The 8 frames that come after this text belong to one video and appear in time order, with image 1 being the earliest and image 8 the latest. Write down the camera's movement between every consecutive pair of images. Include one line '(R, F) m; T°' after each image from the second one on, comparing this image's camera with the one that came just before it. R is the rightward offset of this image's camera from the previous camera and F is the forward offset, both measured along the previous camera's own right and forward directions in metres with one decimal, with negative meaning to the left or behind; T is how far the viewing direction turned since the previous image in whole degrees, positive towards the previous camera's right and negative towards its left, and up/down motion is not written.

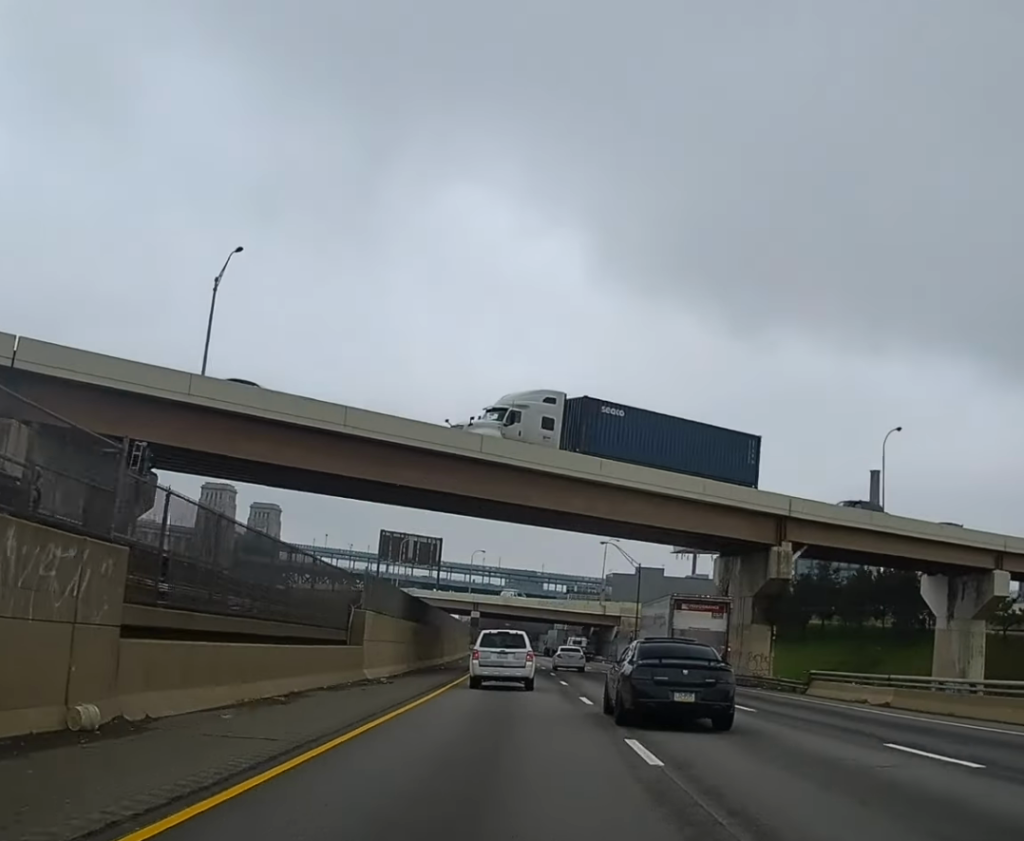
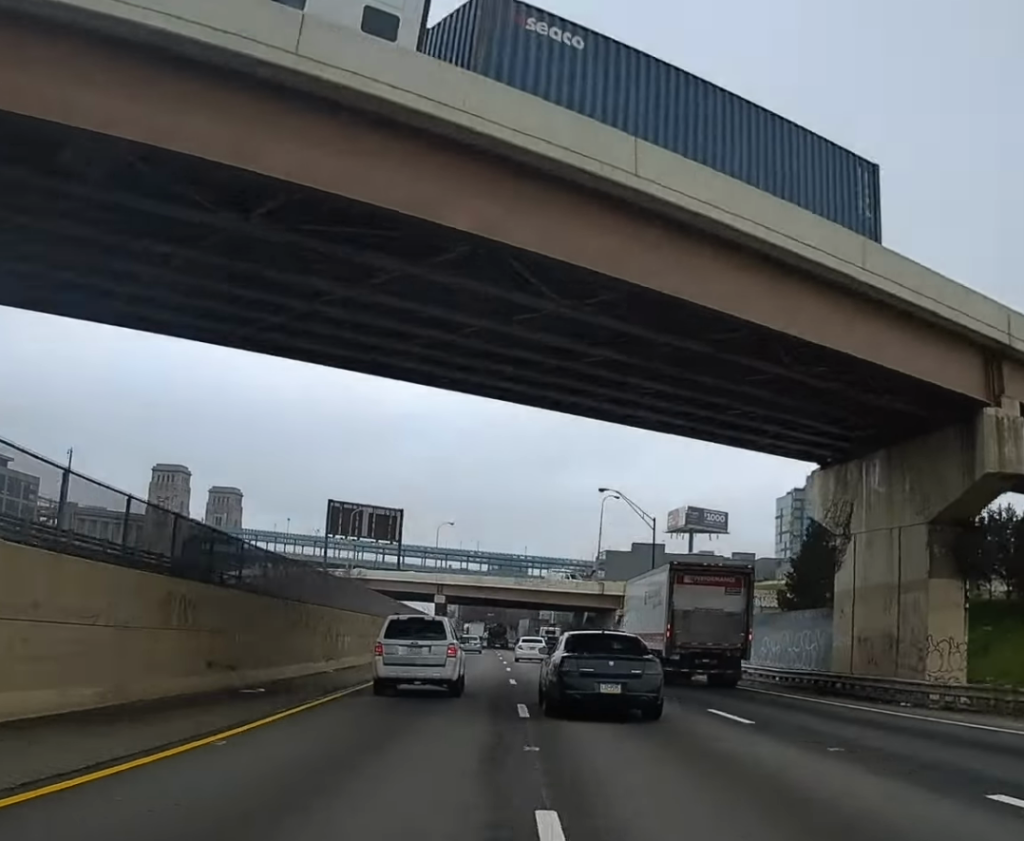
(+0.1, +29.8) m; 0°
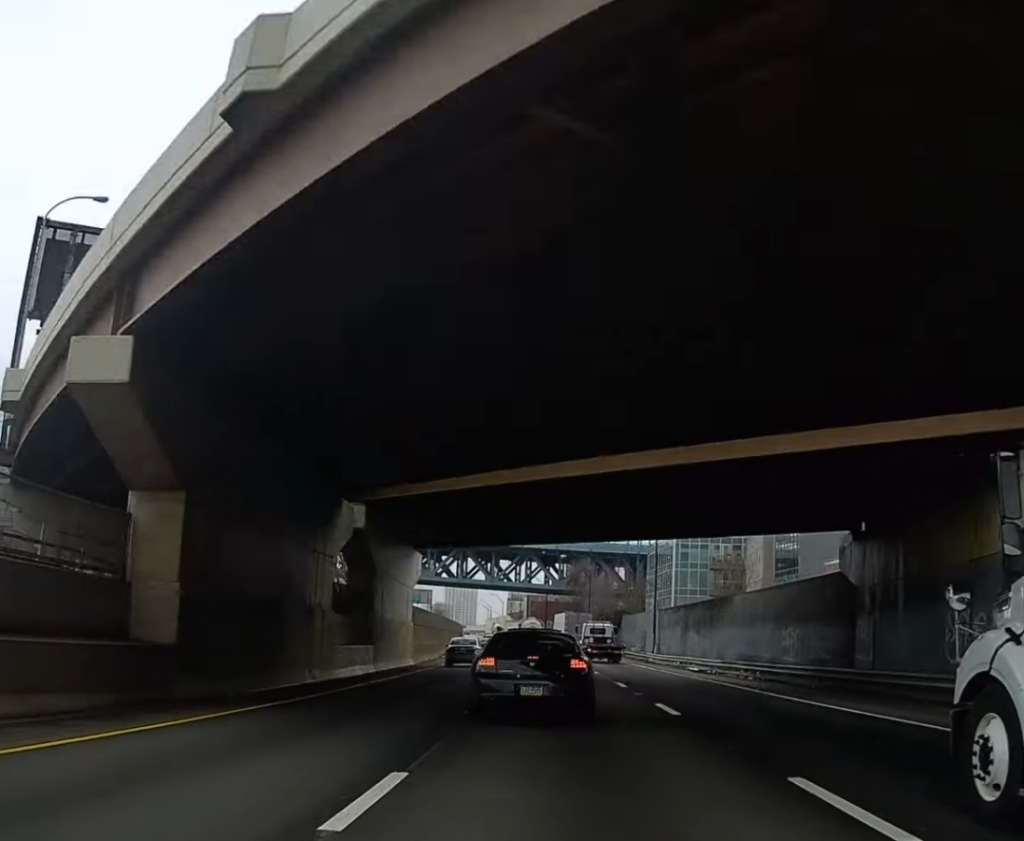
(-2.4, +108.8) m; -3°
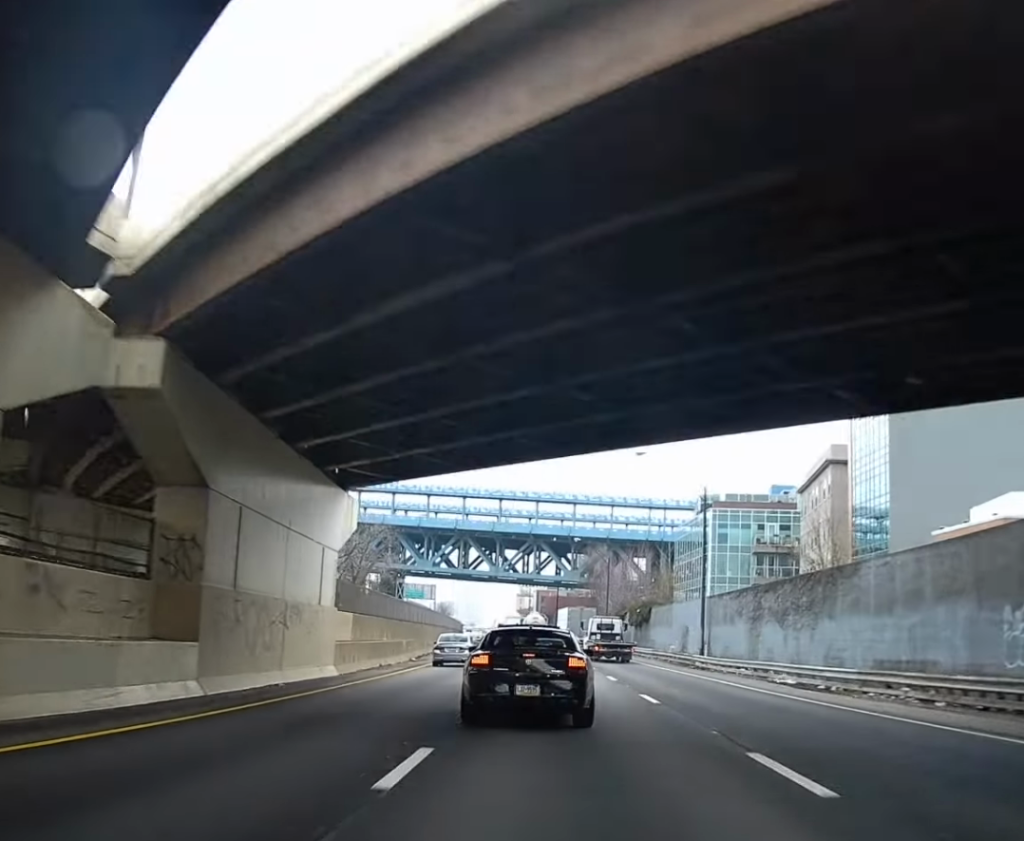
(-0.2, +23.3) m; -1°
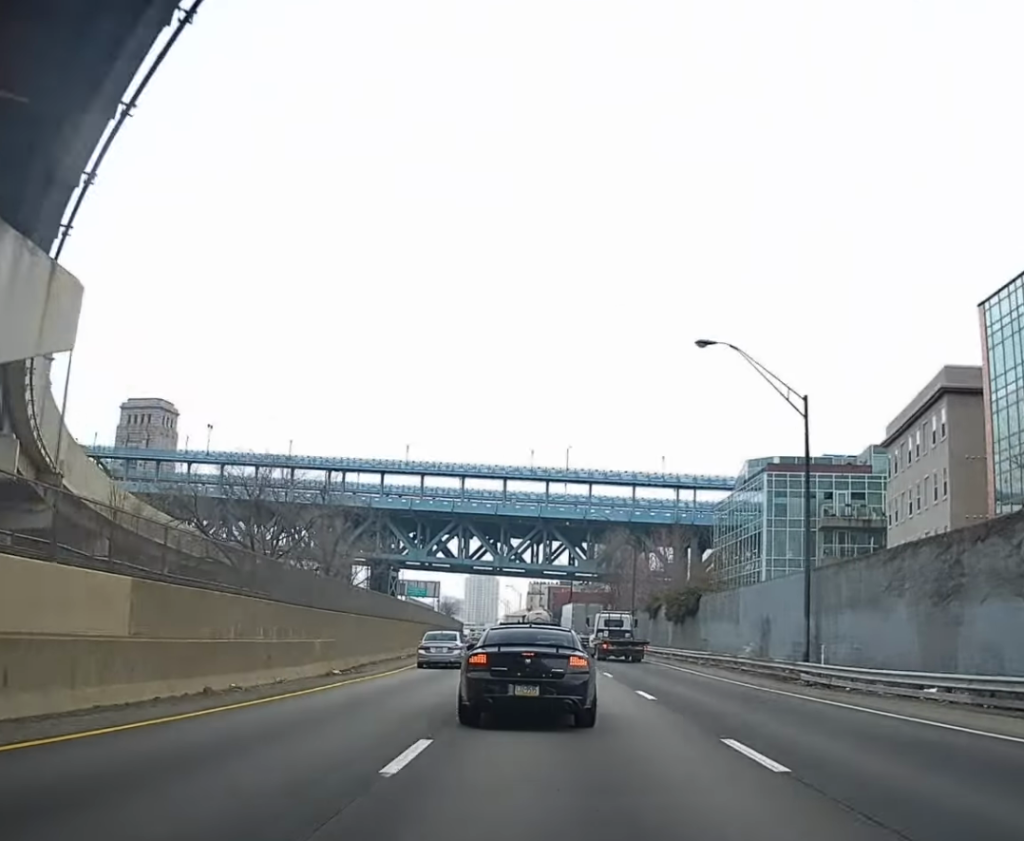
(-0.1, +25.0) m; -1°
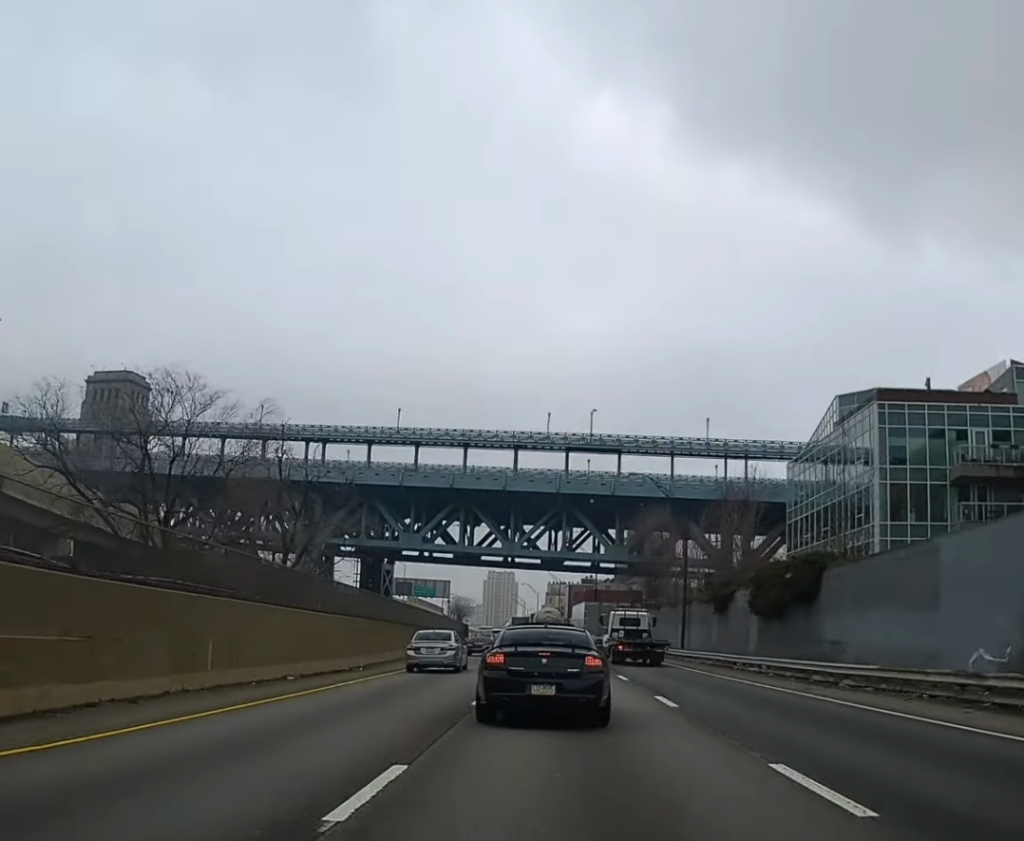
(-0.2, +28.6) m; -1°
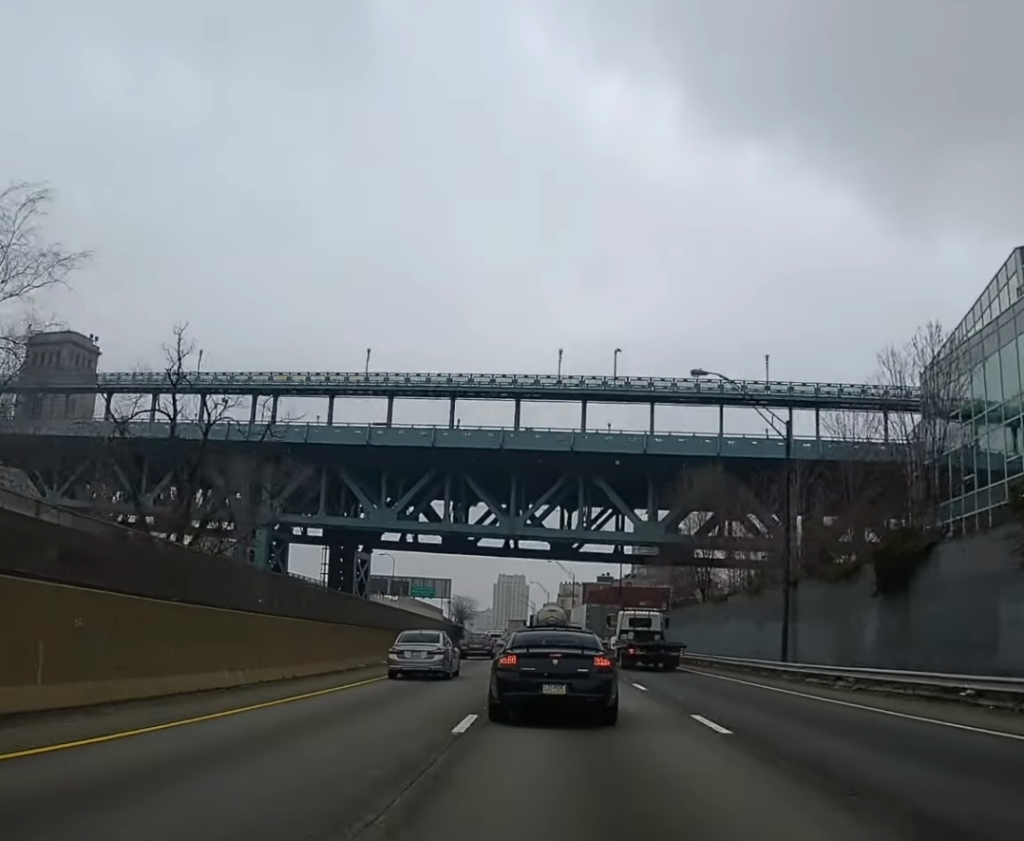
(-0.3, +31.2) m; -1°
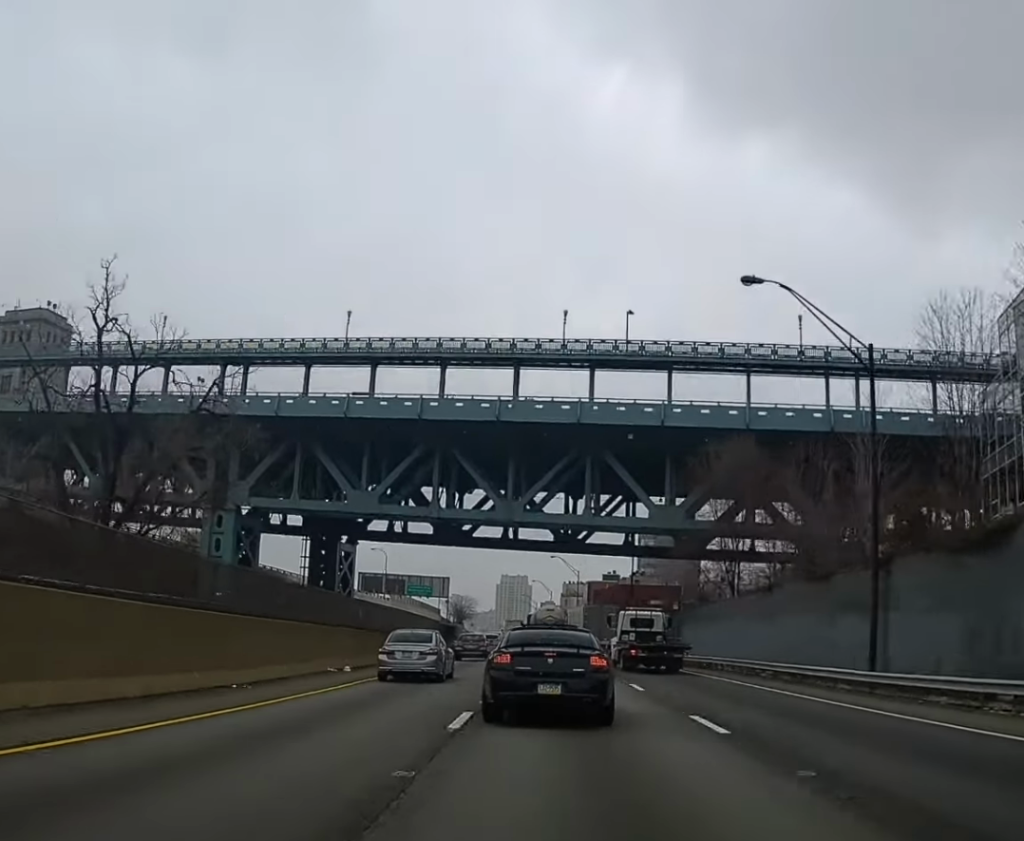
(-0.1, +12.3) m; 0°
